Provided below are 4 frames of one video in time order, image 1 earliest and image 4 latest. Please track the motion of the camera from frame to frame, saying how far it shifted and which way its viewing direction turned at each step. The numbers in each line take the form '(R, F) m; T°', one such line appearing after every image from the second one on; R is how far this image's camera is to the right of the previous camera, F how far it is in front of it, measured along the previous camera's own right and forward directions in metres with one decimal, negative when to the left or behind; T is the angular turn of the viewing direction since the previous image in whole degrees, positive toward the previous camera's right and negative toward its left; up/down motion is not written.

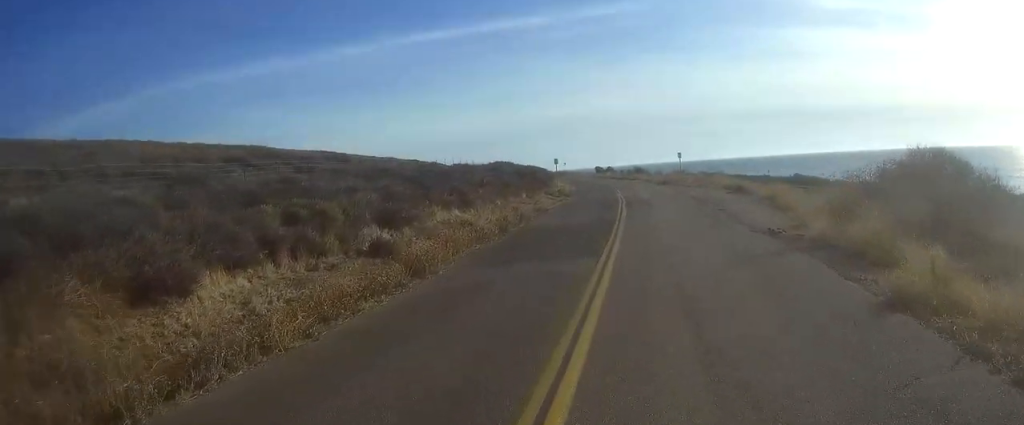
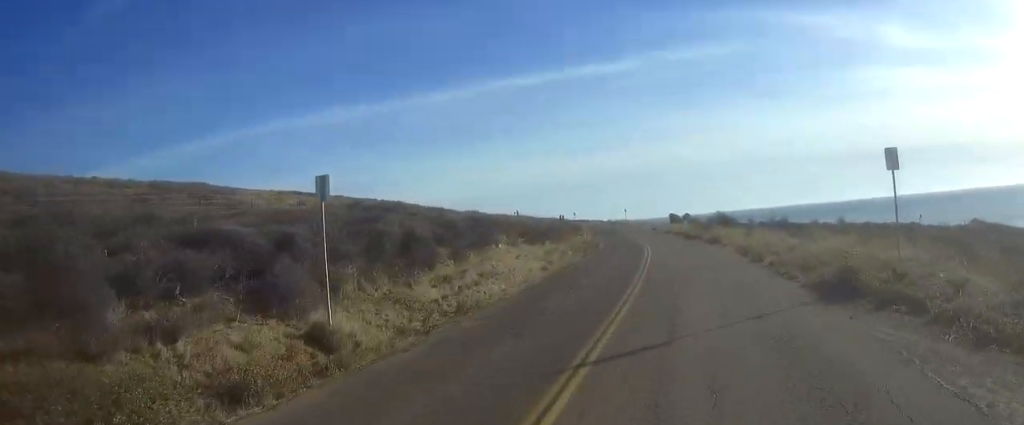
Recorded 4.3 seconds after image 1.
(-3.4, +48.6) m; -6°
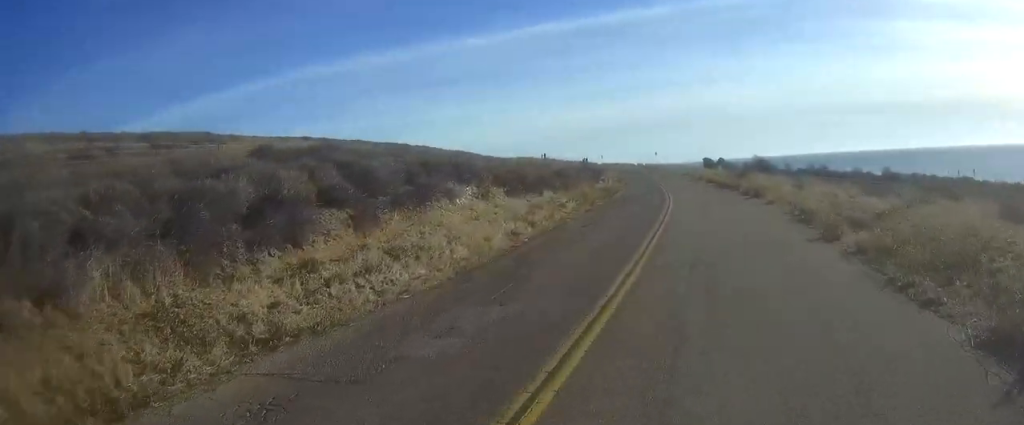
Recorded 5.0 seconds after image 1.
(-0.1, +8.7) m; -1°
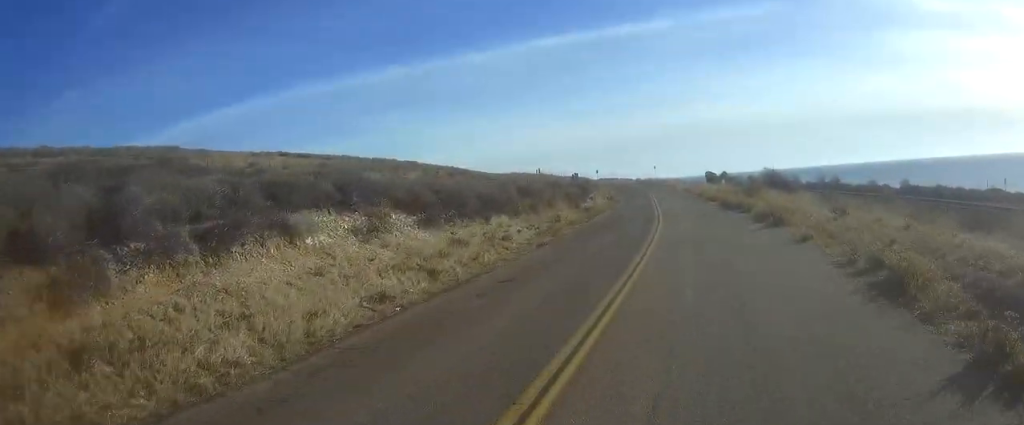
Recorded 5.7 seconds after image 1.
(-0.1, +8.3) m; -1°
